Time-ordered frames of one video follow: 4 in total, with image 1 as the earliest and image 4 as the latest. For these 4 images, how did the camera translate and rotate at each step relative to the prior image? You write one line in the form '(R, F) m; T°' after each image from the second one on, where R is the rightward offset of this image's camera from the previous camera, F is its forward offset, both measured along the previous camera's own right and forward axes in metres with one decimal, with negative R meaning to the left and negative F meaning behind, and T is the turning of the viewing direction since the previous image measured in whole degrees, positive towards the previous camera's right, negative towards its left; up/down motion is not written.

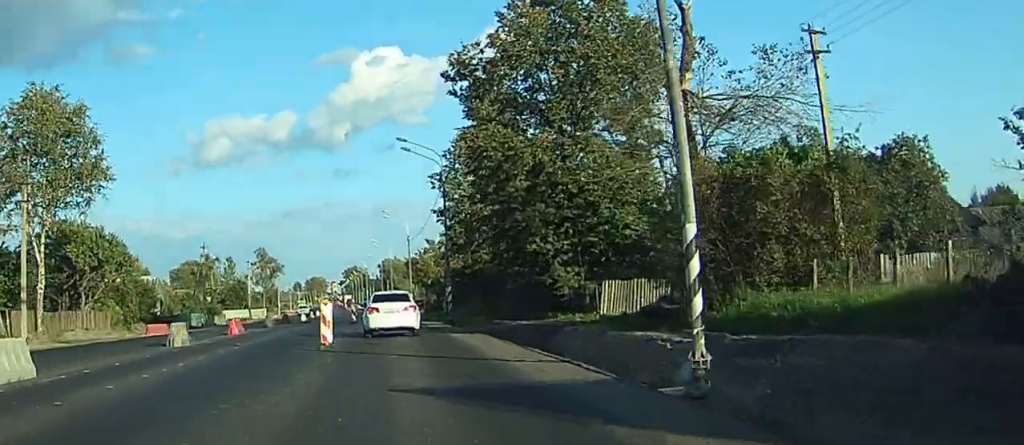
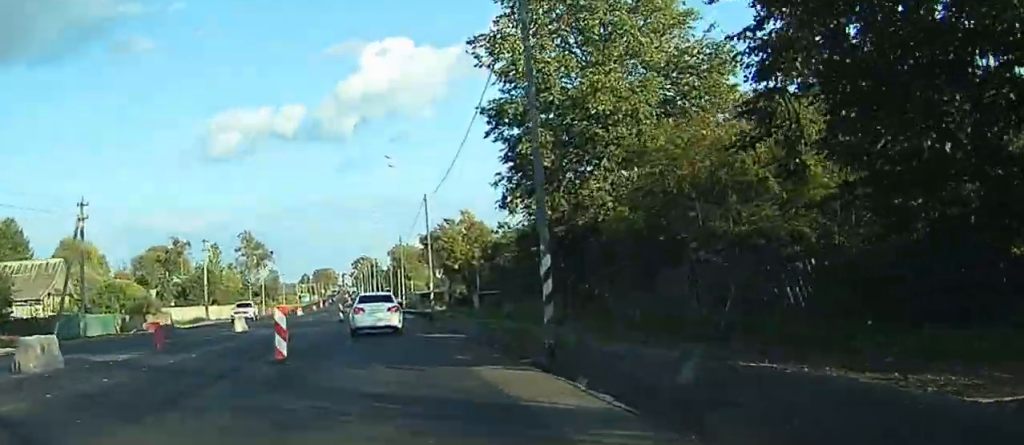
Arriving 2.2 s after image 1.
(0.0, +33.2) m; 0°
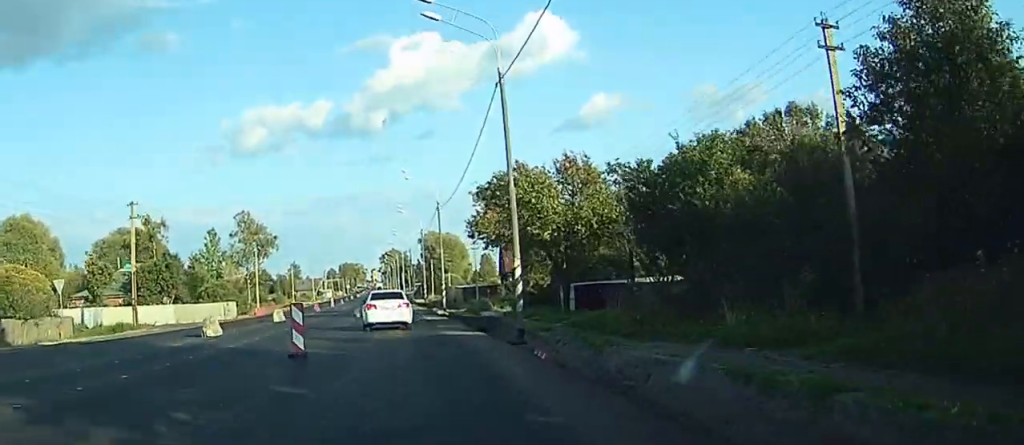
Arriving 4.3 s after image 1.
(-0.2, +33.1) m; -1°
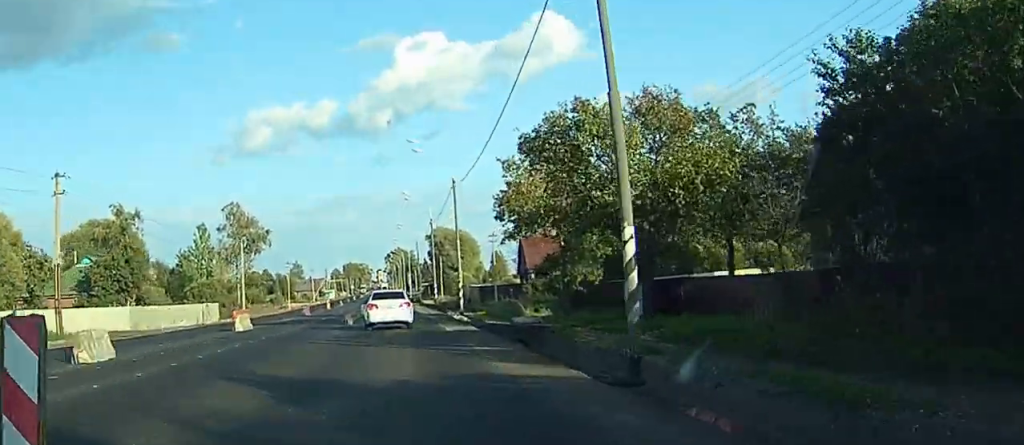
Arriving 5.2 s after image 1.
(0.0, +13.9) m; 0°
